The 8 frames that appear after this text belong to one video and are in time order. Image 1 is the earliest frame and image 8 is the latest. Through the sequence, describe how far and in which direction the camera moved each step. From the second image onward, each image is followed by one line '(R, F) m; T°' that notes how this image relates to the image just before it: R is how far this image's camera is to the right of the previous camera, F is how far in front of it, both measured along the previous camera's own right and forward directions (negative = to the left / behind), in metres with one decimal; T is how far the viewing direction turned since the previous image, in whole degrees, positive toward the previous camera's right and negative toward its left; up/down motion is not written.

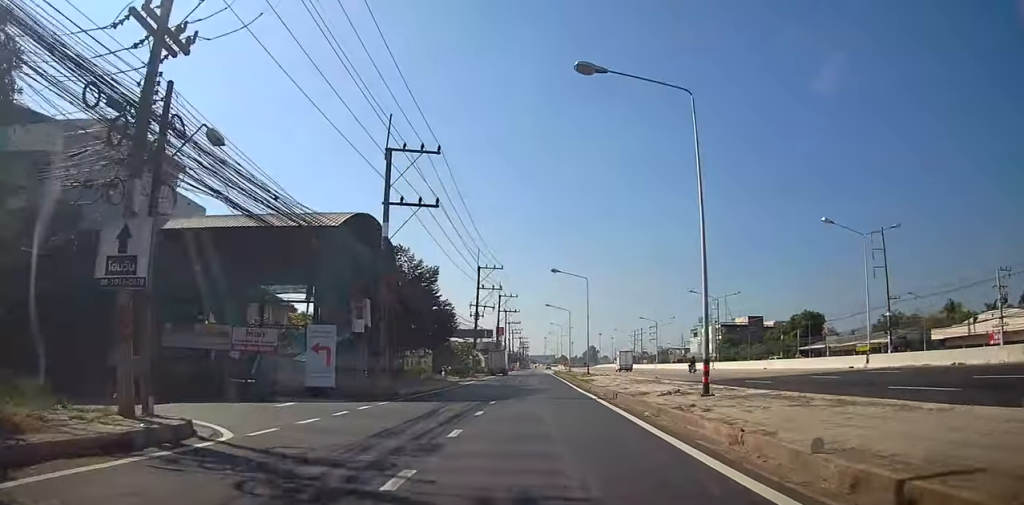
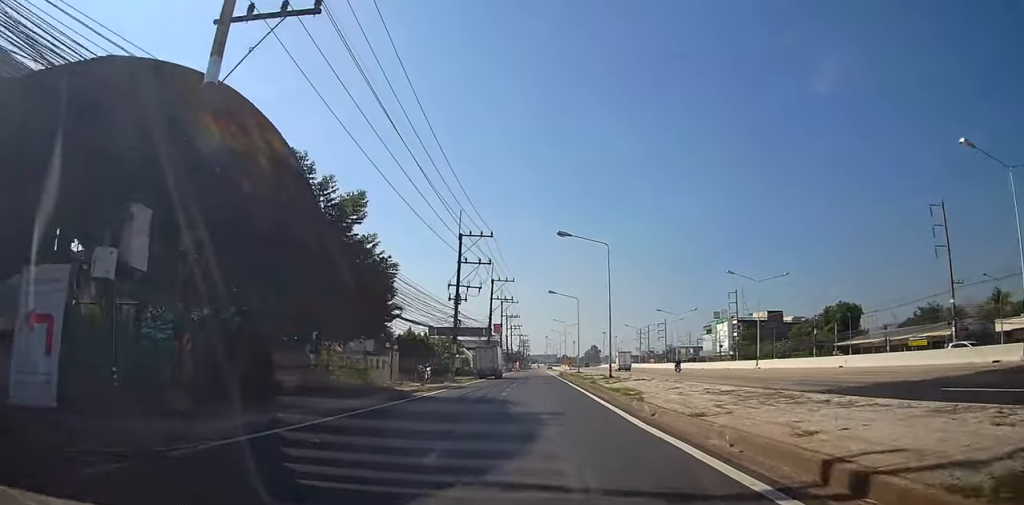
(-0.4, +14.9) m; +1°
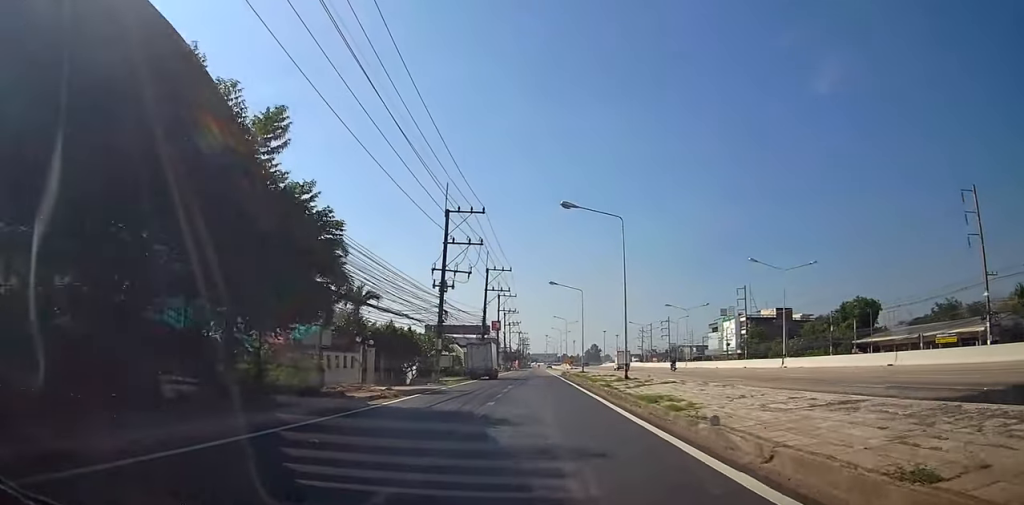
(+0.3, +6.7) m; +1°
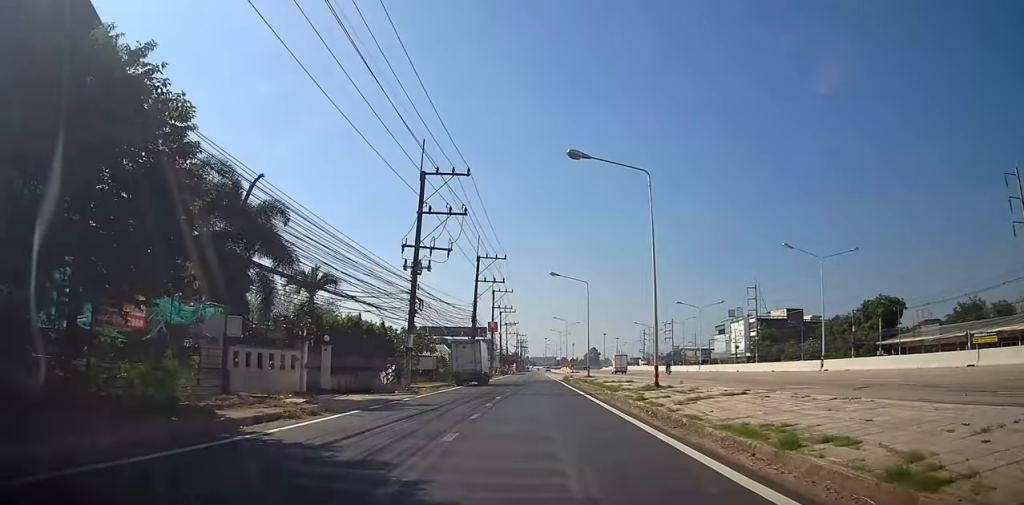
(+0.1, +8.1) m; 0°
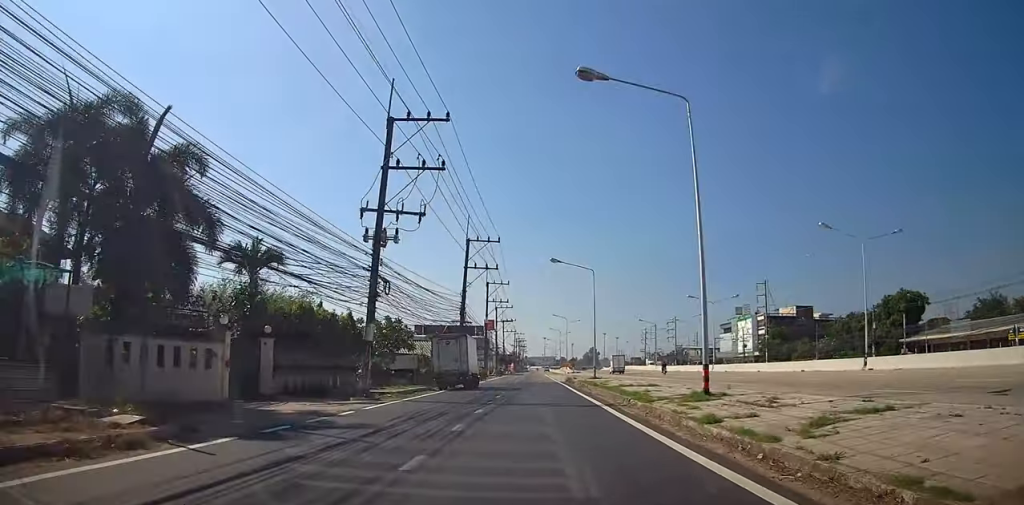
(+0.1, +6.9) m; -1°
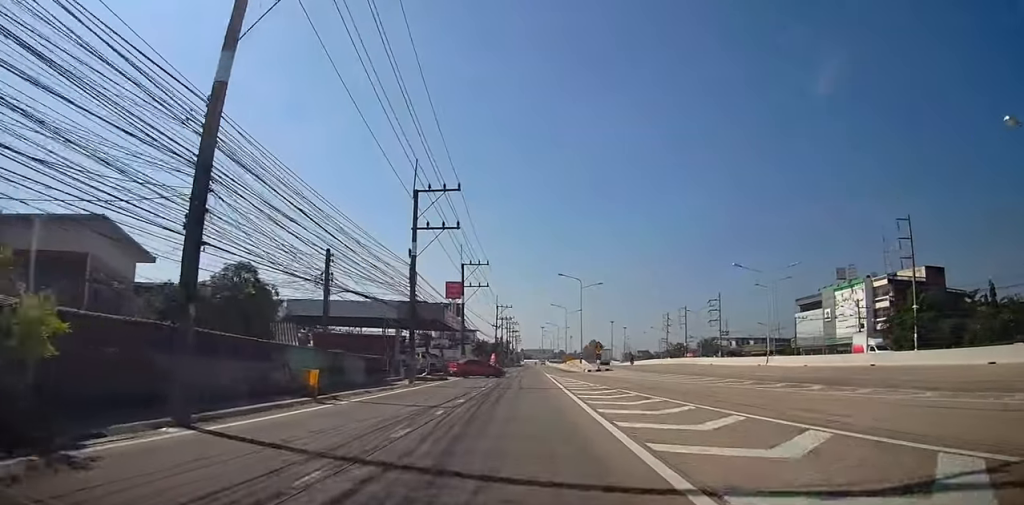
(-0.3, +57.3) m; 0°
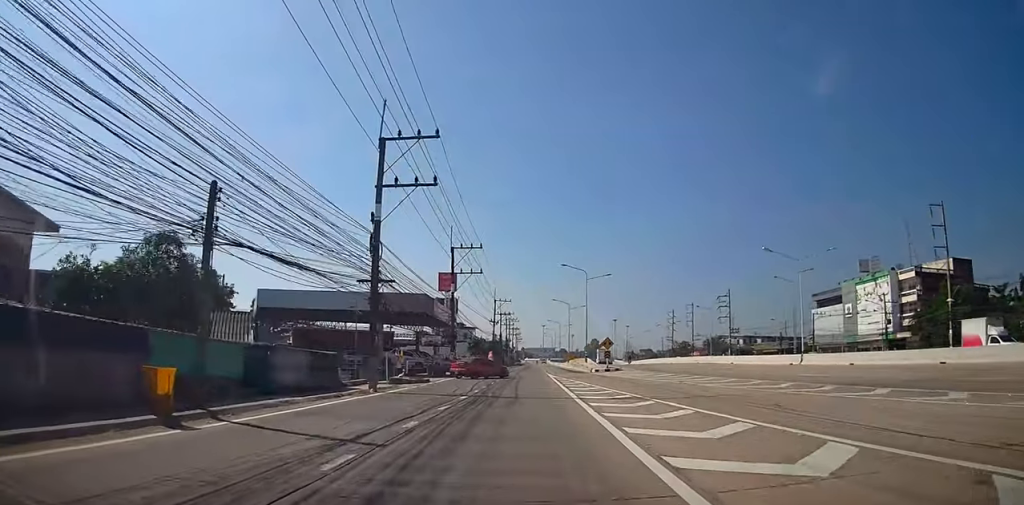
(-0.1, +8.2) m; -1°
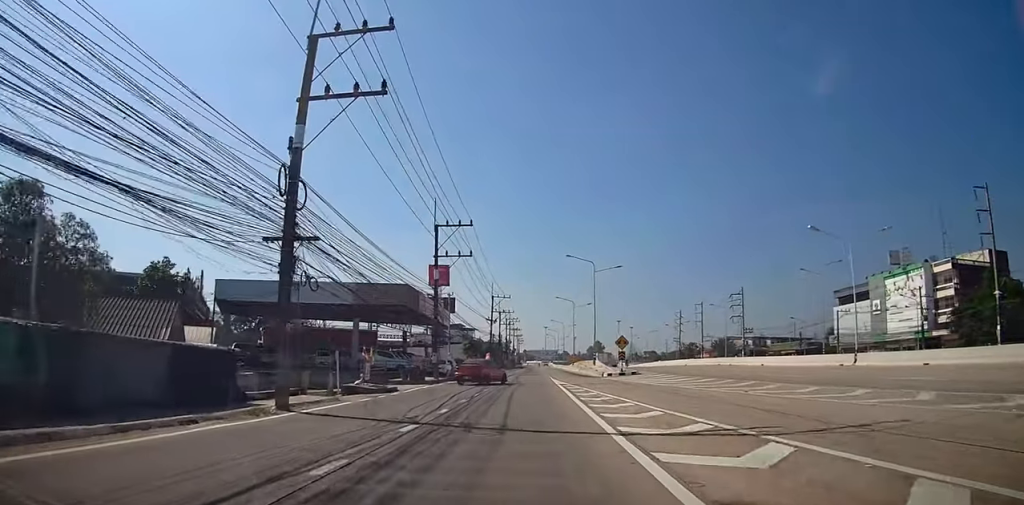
(-0.3, +9.9) m; -1°
